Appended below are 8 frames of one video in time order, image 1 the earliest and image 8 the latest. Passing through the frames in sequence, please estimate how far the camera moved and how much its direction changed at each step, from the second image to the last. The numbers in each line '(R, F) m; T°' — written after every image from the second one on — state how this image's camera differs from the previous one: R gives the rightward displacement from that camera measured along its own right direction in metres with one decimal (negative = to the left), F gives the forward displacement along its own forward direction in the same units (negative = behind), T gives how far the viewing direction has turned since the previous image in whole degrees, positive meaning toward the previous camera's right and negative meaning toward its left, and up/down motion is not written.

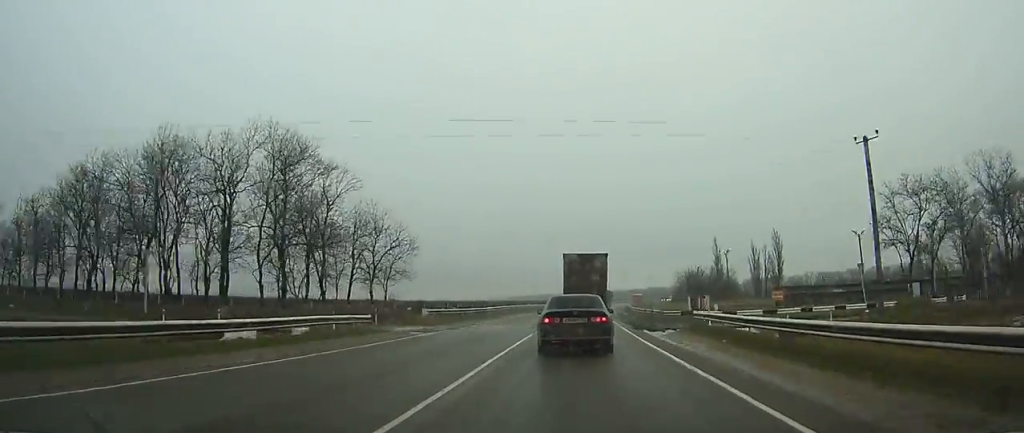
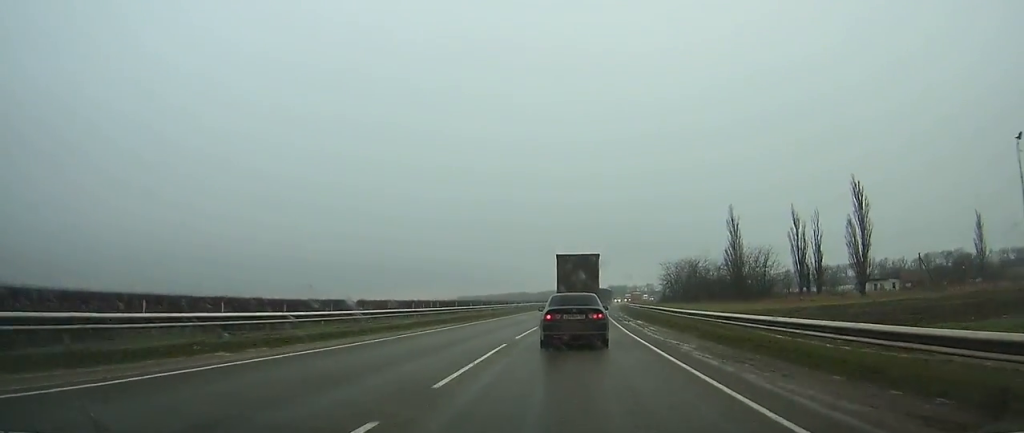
(+2.5, +71.7) m; +4°
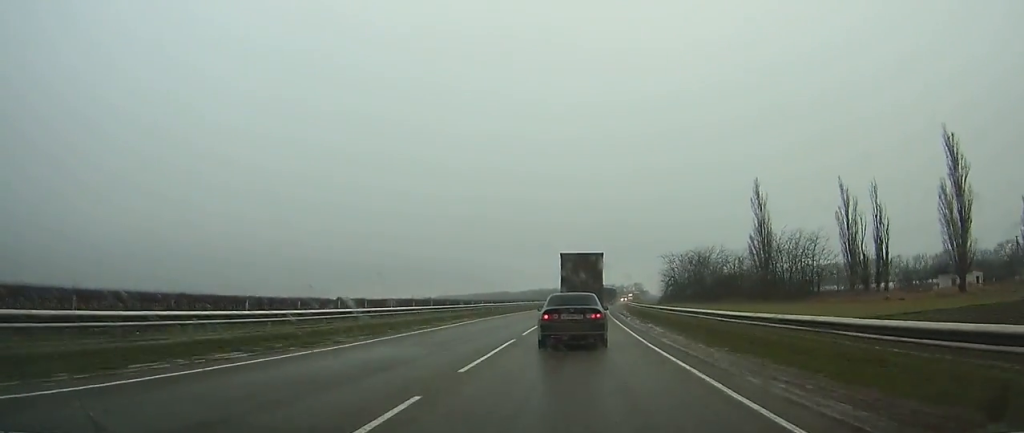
(+0.5, +31.5) m; +2°
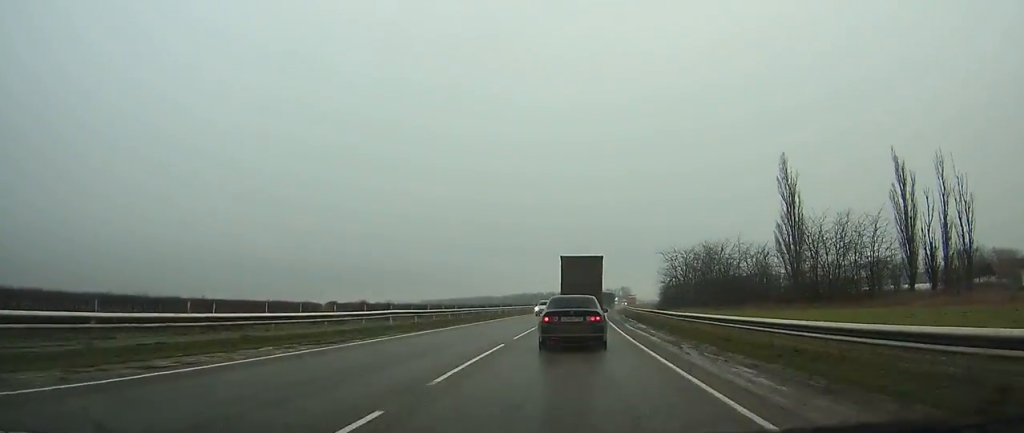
(+0.3, +23.4) m; +2°
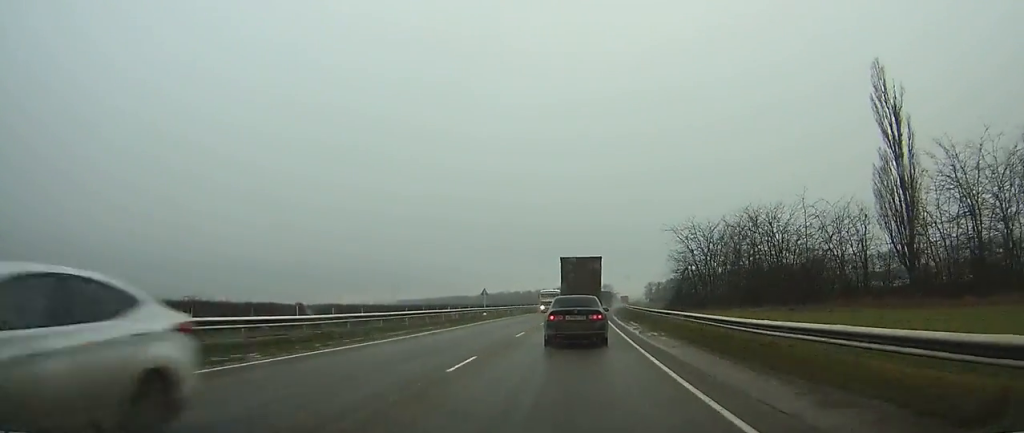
(+1.0, +37.7) m; +3°
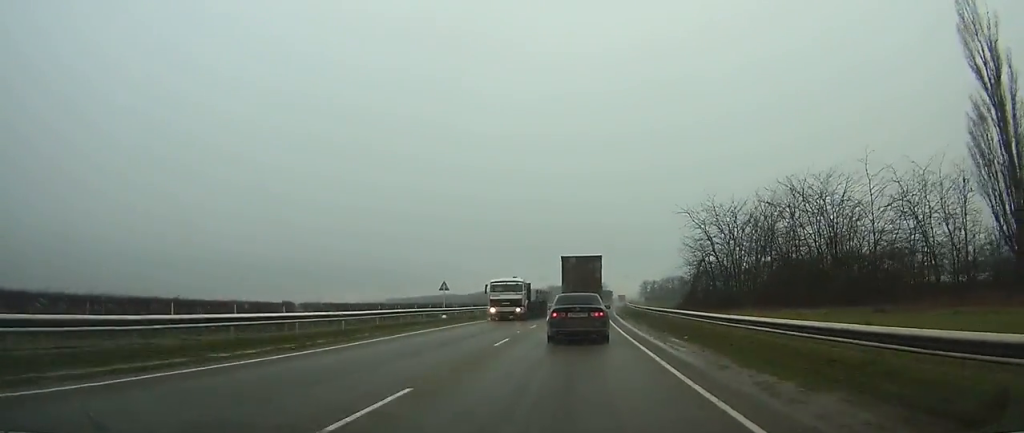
(+0.1, +16.6) m; +1°
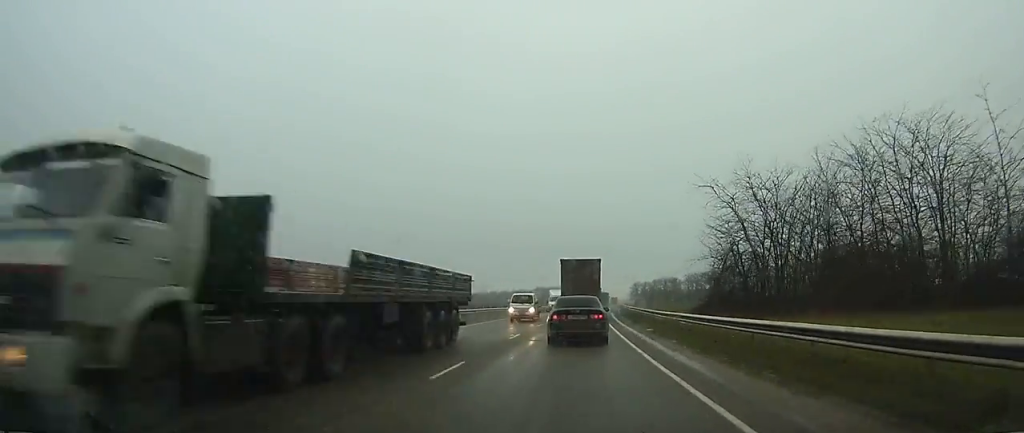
(+0.2, +17.9) m; +1°
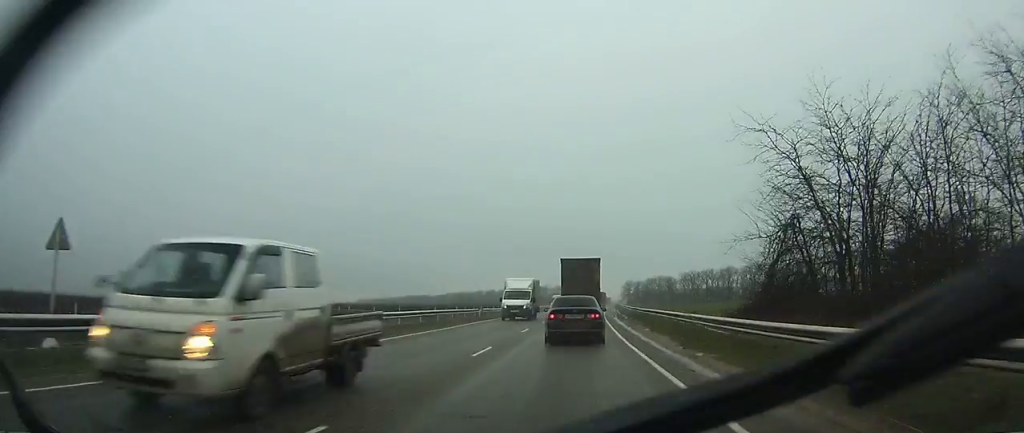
(+0.1, +18.0) m; +1°
